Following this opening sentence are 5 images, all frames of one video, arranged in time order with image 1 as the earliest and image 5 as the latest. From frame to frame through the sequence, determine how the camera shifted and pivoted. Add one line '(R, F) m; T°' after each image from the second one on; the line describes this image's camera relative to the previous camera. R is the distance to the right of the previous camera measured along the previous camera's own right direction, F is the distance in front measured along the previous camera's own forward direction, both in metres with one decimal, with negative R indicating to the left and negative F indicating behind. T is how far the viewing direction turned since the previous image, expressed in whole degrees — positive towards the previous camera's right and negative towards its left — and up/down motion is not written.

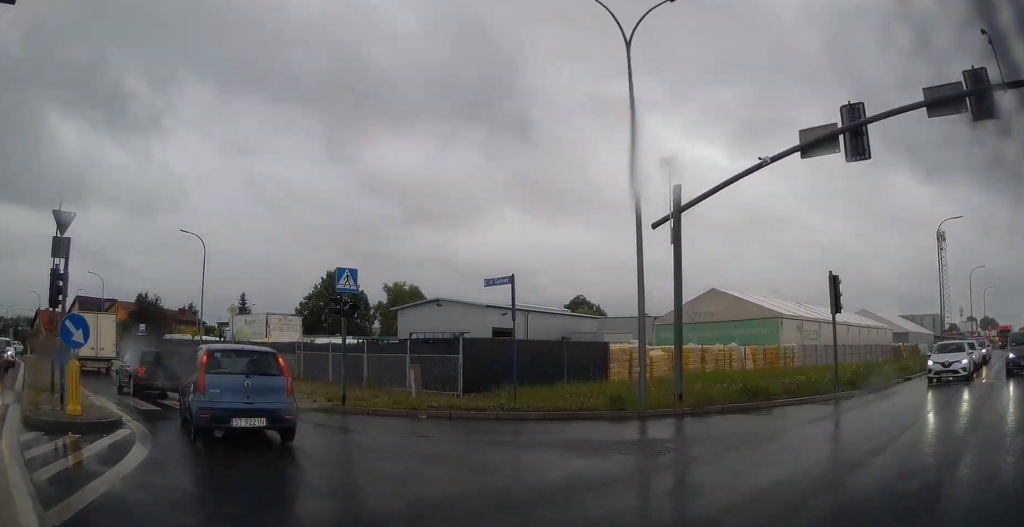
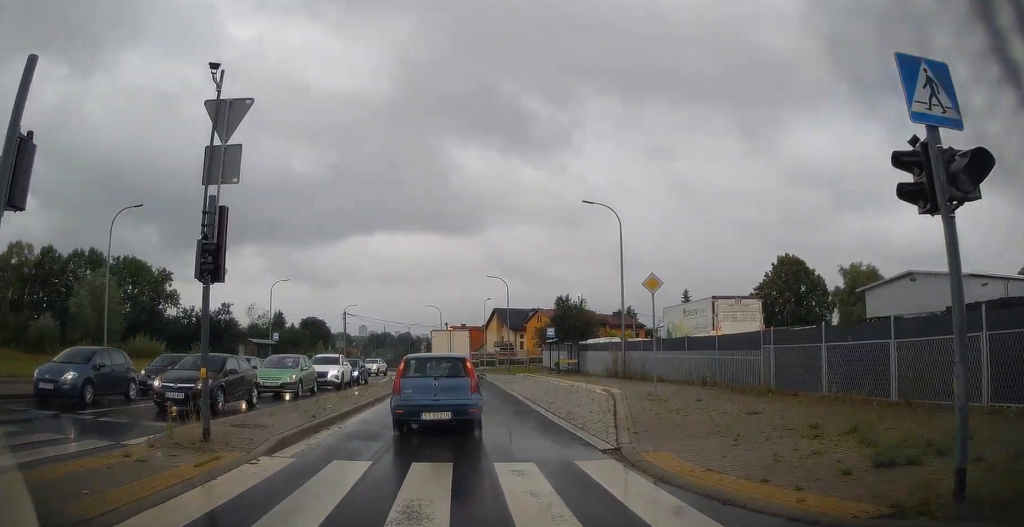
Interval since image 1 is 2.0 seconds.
(-4.4, +10.6) m; -41°
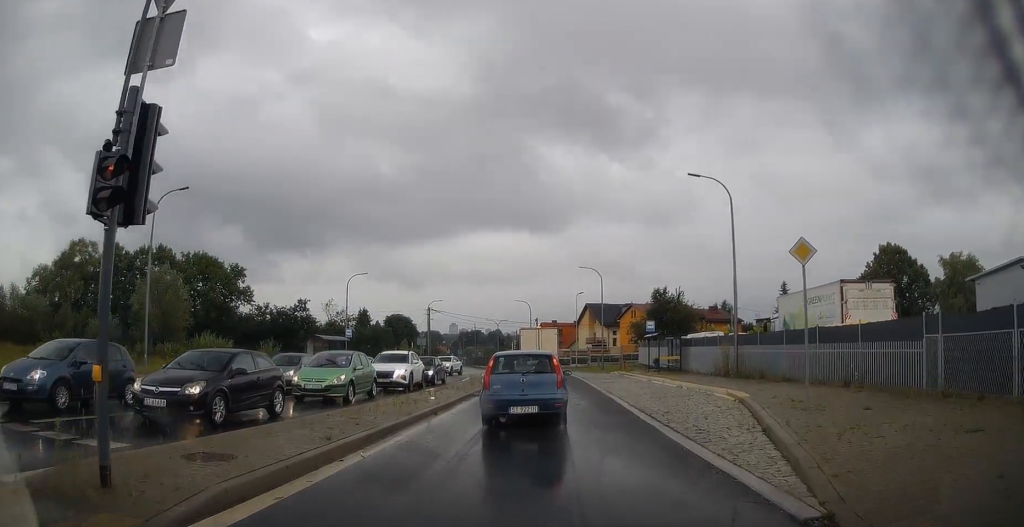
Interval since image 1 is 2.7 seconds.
(-0.5, +4.5) m; -6°
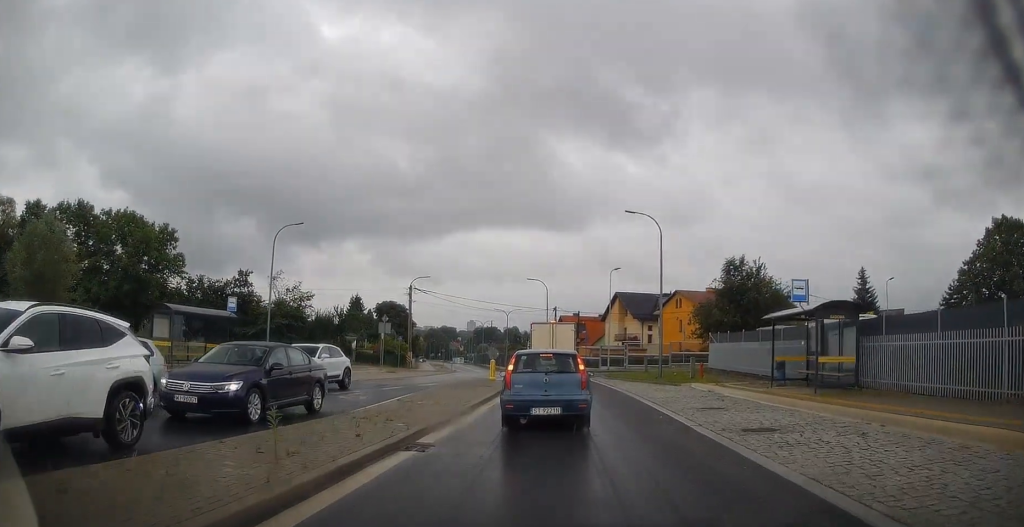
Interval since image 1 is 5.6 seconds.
(-0.6, +20.7) m; 0°
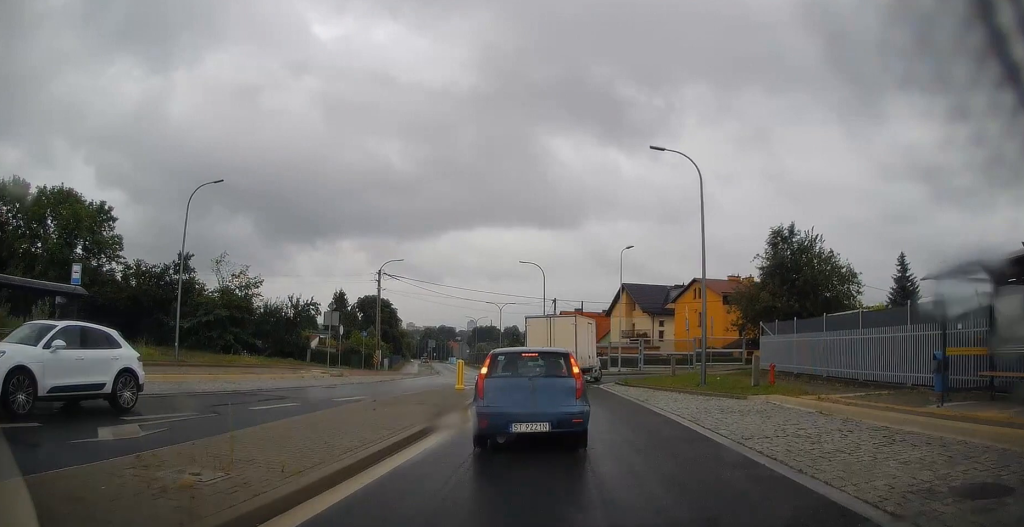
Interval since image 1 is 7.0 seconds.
(0.0, +9.8) m; -1°
